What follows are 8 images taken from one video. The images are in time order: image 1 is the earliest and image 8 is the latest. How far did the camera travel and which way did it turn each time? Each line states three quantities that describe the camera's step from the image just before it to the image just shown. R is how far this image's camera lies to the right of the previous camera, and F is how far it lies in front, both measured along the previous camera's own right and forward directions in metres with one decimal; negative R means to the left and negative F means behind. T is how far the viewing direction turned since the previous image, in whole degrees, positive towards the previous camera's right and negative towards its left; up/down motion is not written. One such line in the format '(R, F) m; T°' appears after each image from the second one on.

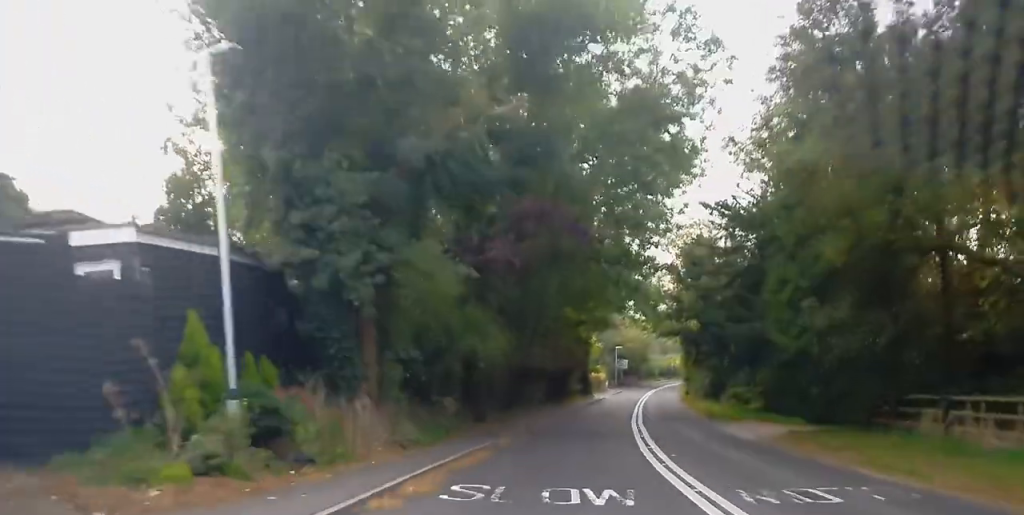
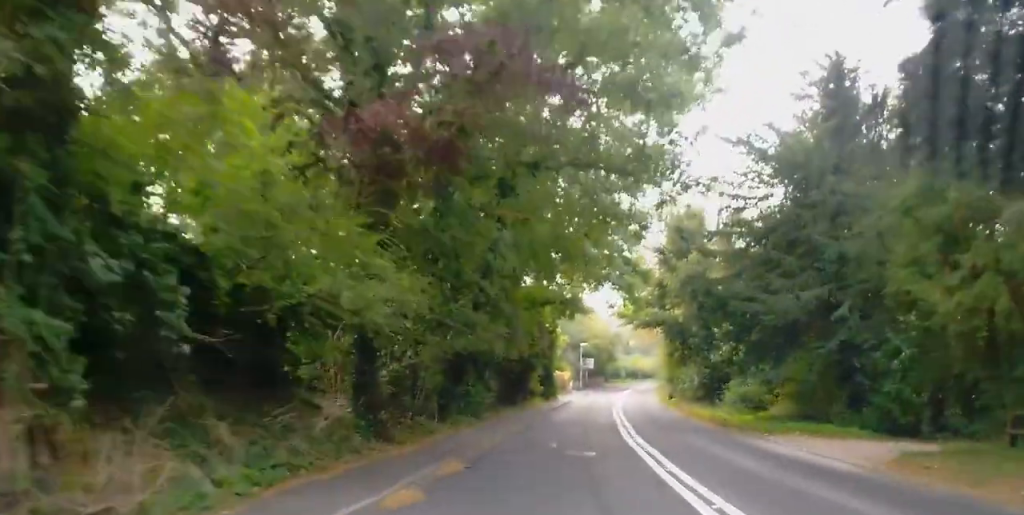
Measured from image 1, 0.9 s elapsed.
(0.0, +10.1) m; +2°
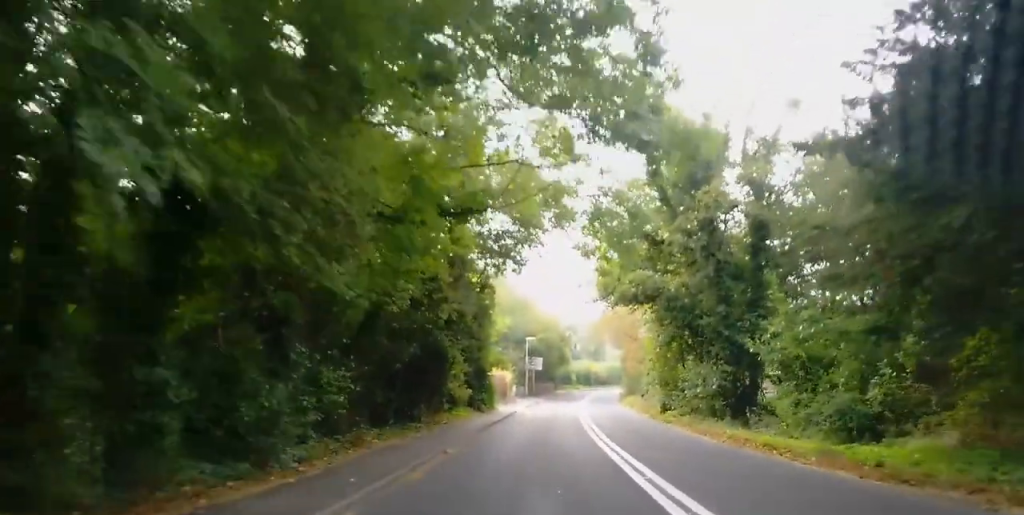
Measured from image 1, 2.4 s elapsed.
(+0.4, +17.3) m; +3°
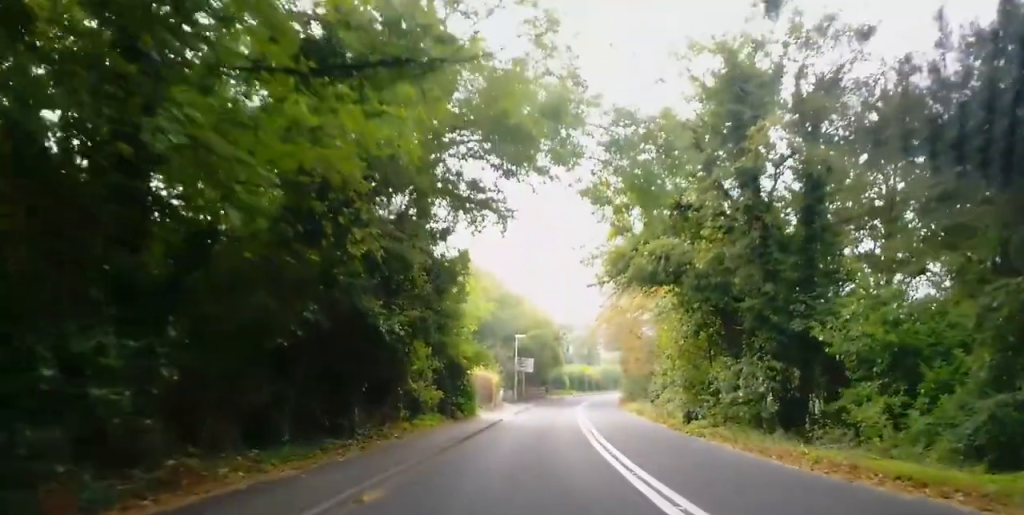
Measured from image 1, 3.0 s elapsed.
(+0.1, +7.1) m; +2°
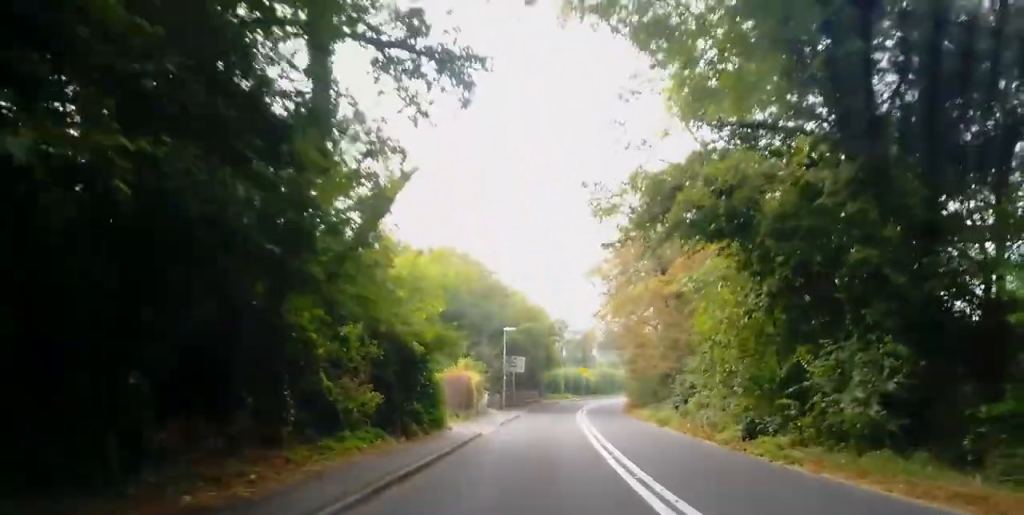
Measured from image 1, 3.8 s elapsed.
(+0.3, +8.7) m; +3°
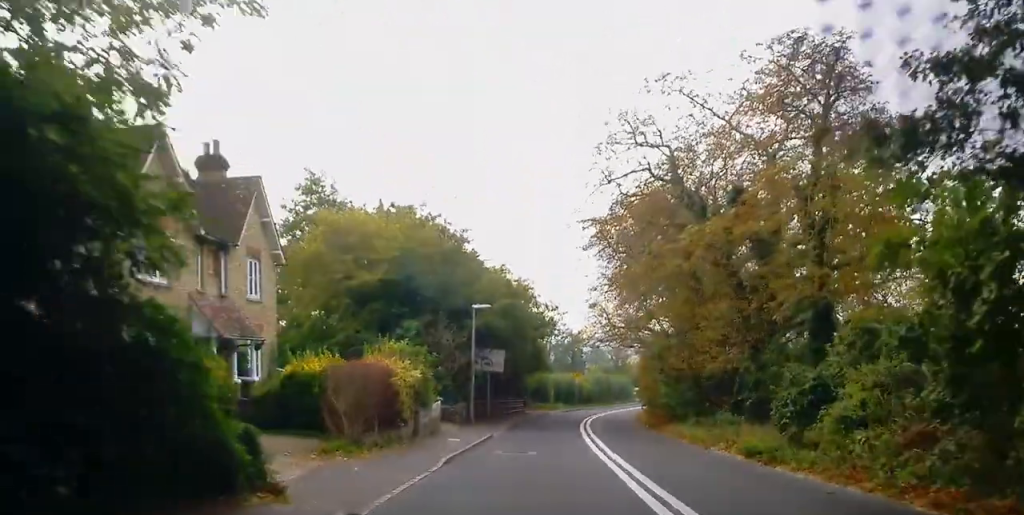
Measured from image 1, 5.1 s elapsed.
(+0.4, +15.2) m; +1°
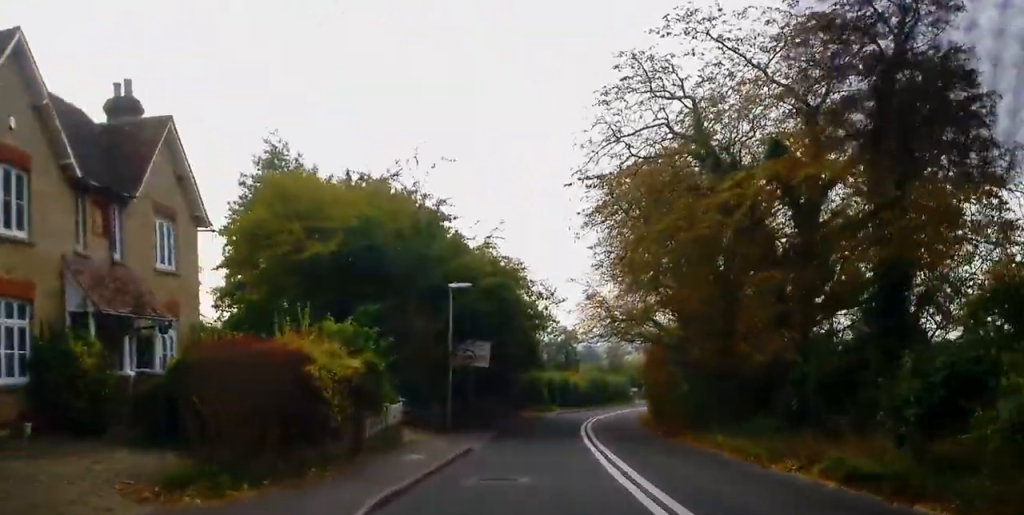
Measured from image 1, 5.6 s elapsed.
(0.0, +6.1) m; 0°
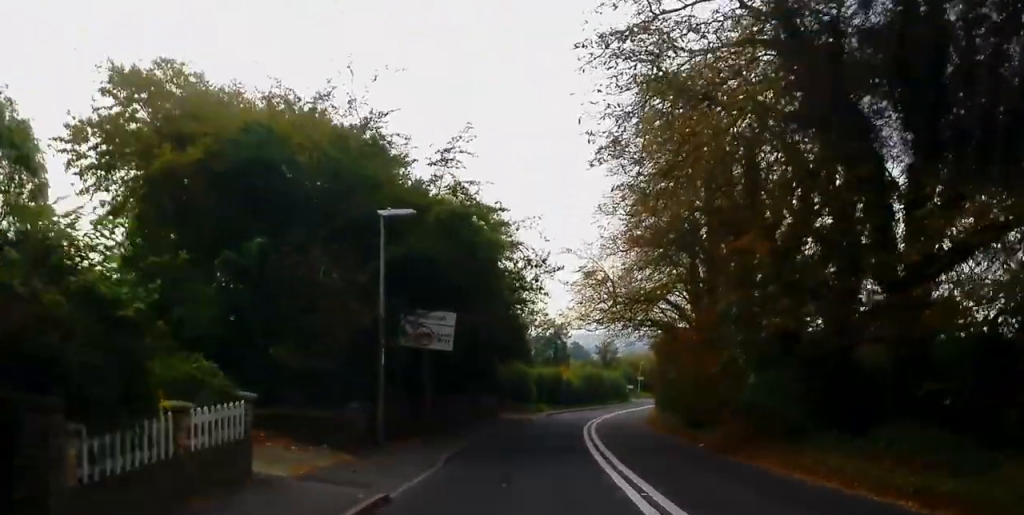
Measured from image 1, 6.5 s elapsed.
(0.0, +10.0) m; +1°
